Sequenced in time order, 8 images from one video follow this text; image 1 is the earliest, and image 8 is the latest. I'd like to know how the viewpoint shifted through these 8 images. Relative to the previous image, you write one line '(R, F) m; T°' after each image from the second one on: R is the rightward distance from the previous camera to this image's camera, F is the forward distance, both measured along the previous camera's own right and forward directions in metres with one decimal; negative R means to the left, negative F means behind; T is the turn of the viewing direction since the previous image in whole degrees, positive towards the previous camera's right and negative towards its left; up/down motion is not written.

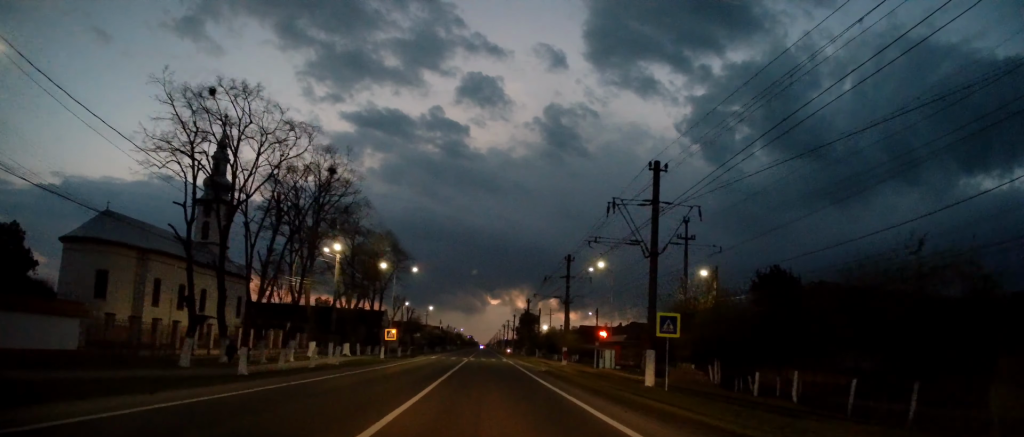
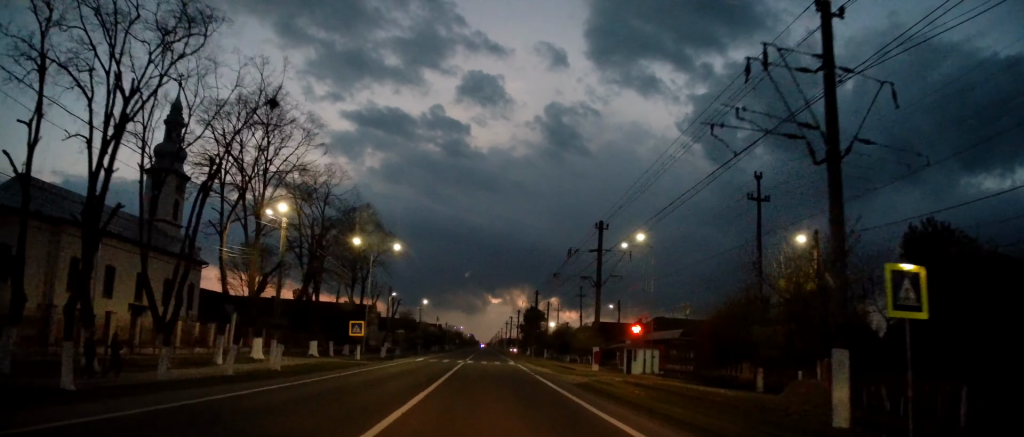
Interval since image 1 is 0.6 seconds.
(0.0, +12.1) m; +1°
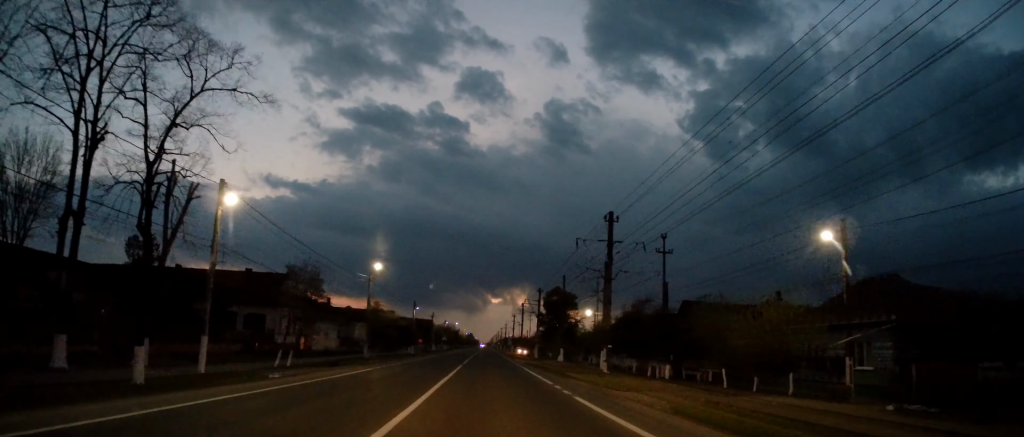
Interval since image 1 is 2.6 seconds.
(+0.4, +42.9) m; 0°
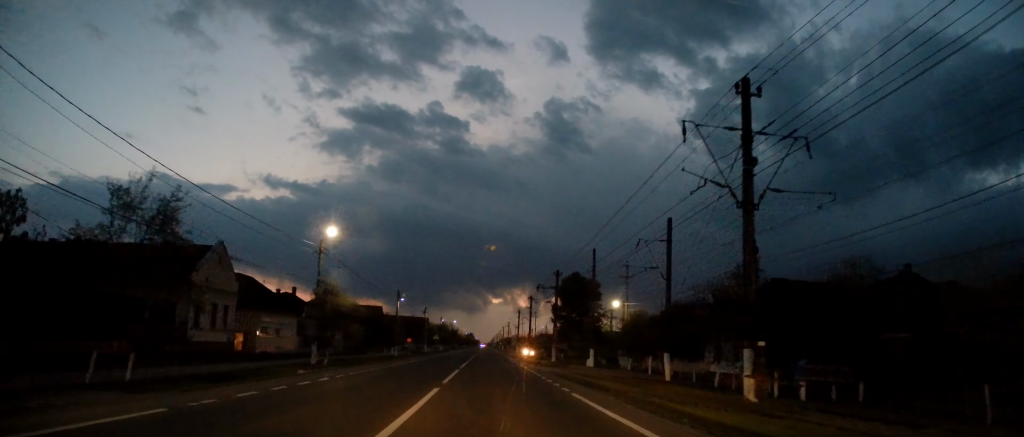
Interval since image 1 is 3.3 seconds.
(-0.1, +16.5) m; -1°
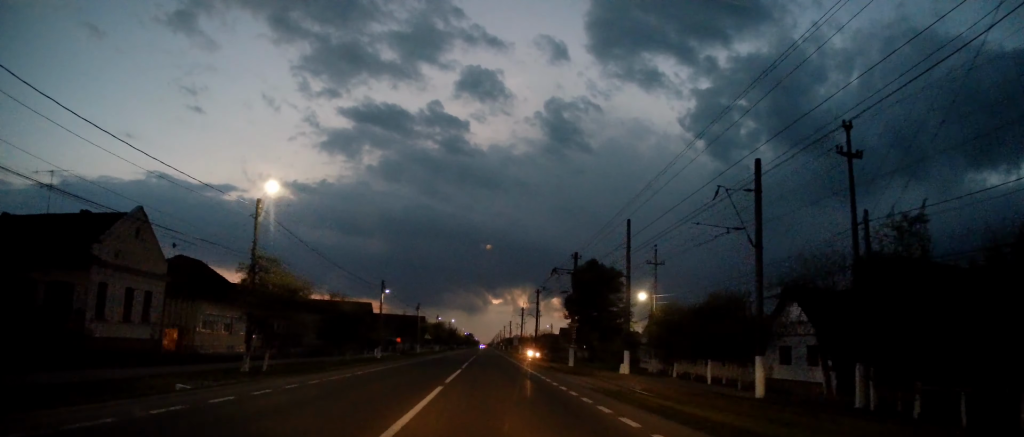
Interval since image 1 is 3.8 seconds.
(0.0, +10.8) m; 0°
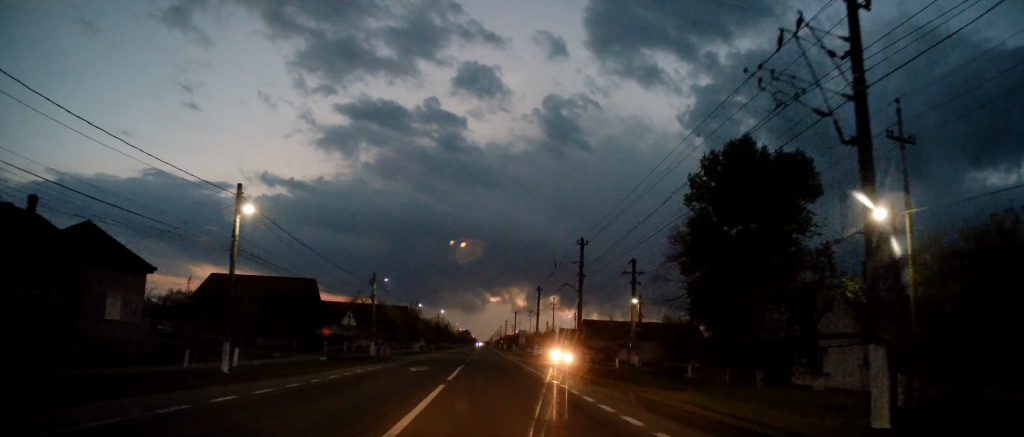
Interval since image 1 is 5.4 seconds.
(+0.2, +34.6) m; +1°
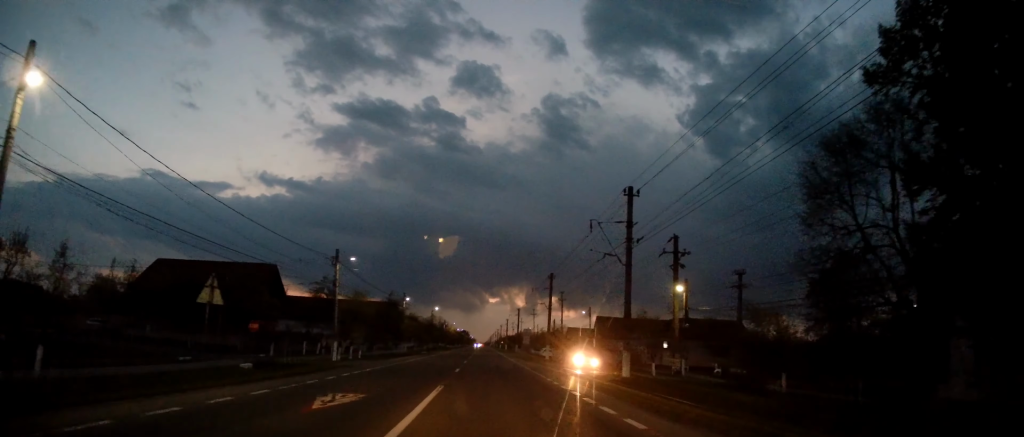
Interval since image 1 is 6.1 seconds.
(+0.3, +14.5) m; 0°
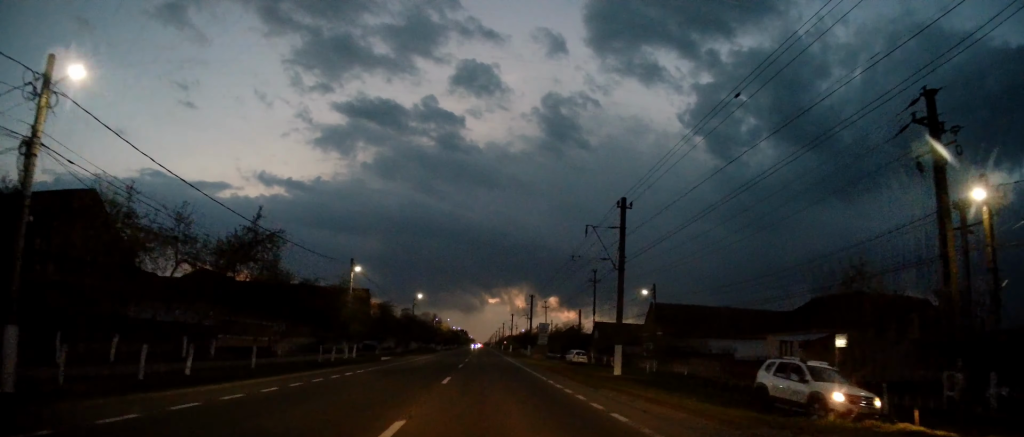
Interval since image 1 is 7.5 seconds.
(-0.1, +30.1) m; 0°
